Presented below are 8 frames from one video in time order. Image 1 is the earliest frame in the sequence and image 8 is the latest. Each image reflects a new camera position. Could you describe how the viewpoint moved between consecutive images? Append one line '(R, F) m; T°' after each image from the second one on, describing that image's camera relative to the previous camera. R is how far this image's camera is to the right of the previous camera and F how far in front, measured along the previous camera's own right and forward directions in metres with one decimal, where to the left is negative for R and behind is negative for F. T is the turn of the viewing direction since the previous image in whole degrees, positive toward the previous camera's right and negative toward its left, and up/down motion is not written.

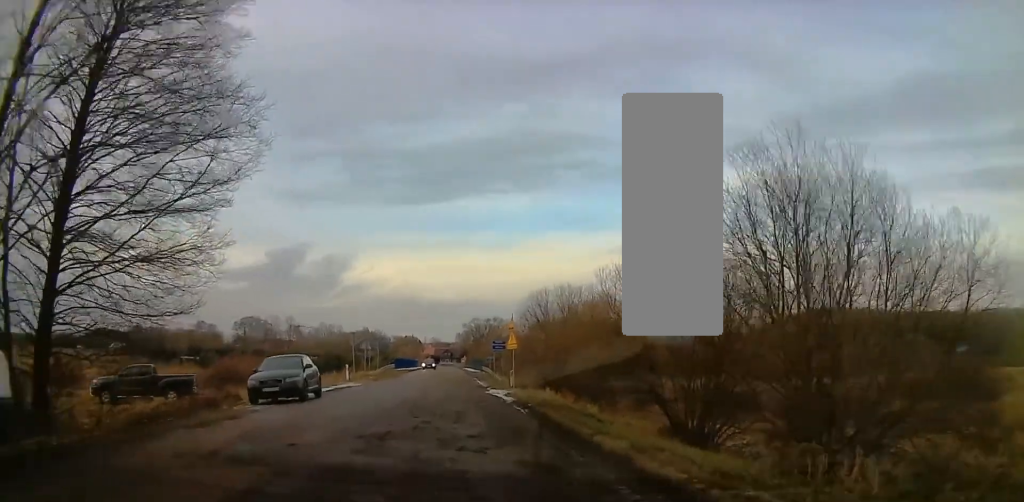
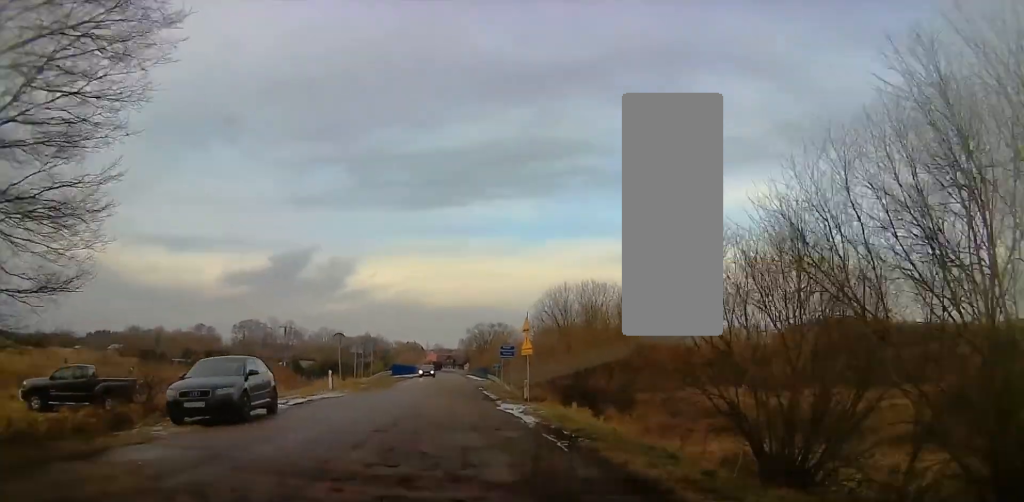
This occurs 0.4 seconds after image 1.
(0.0, +6.9) m; 0°
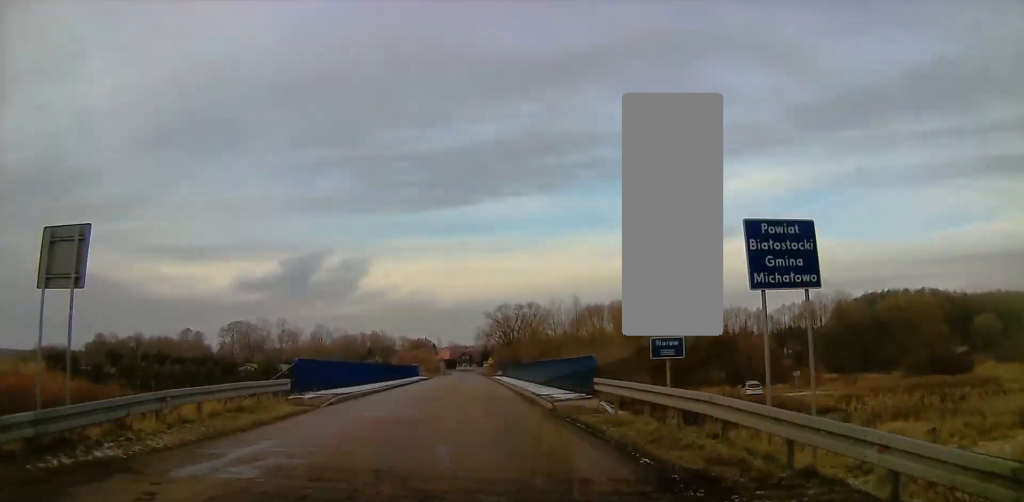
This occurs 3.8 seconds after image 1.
(0.0, +44.7) m; 0°
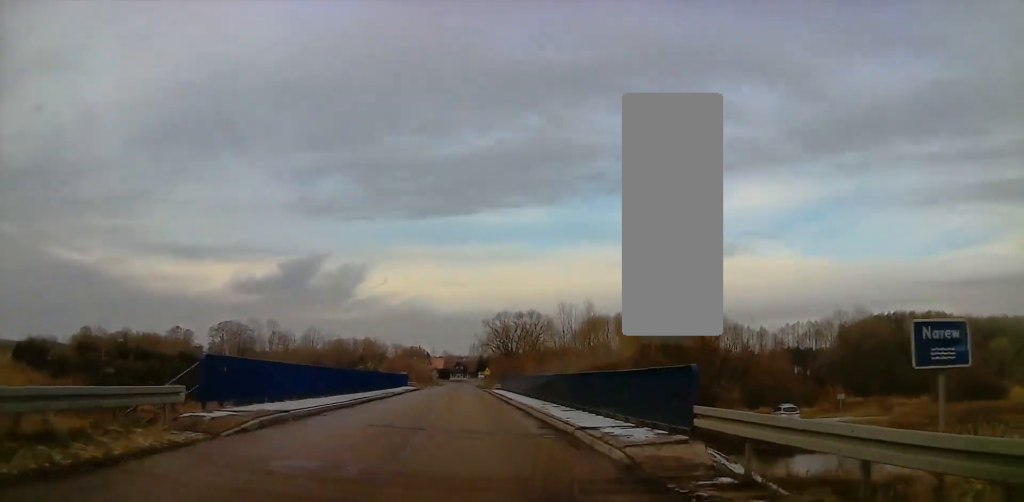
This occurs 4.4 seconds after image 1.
(0.0, +7.8) m; 0°
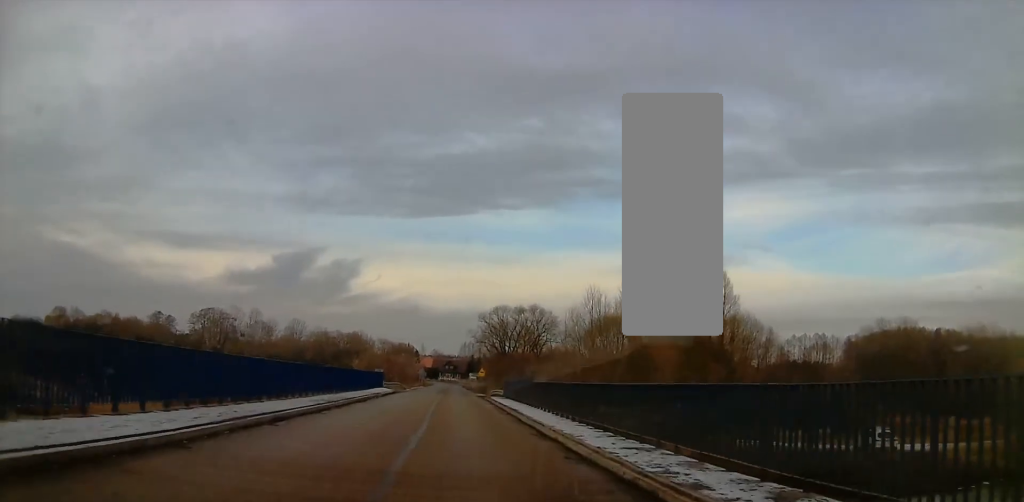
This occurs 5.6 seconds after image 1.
(0.0, +13.2) m; 0°
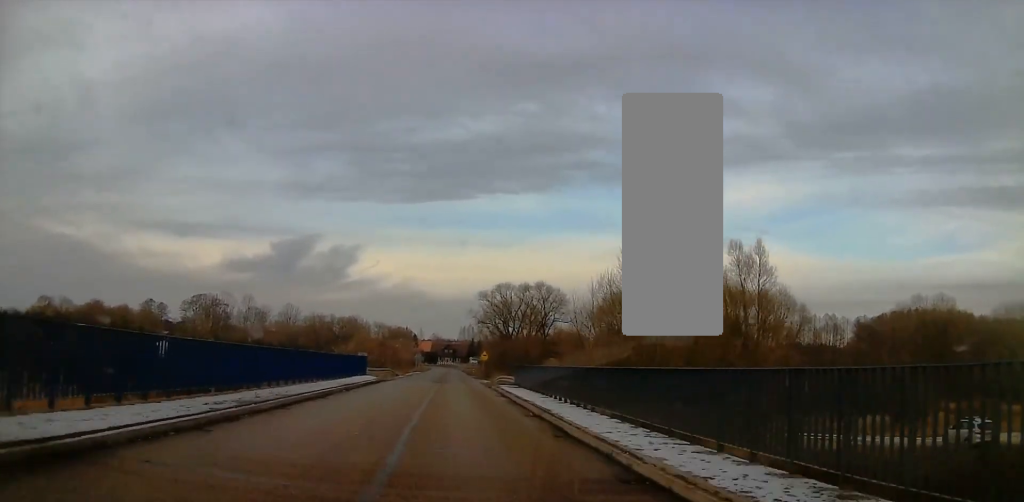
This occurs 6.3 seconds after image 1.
(0.0, +8.3) m; 0°
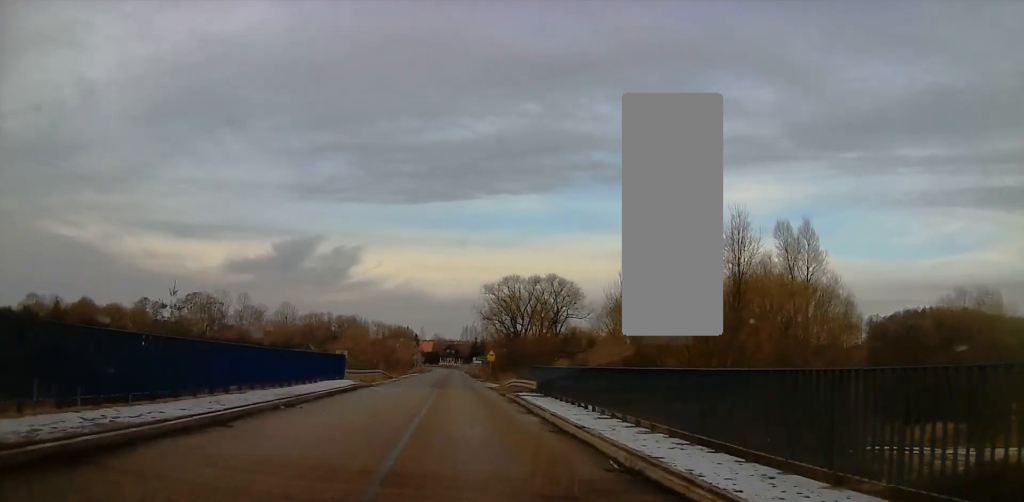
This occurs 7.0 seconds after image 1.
(0.0, +8.7) m; 0°
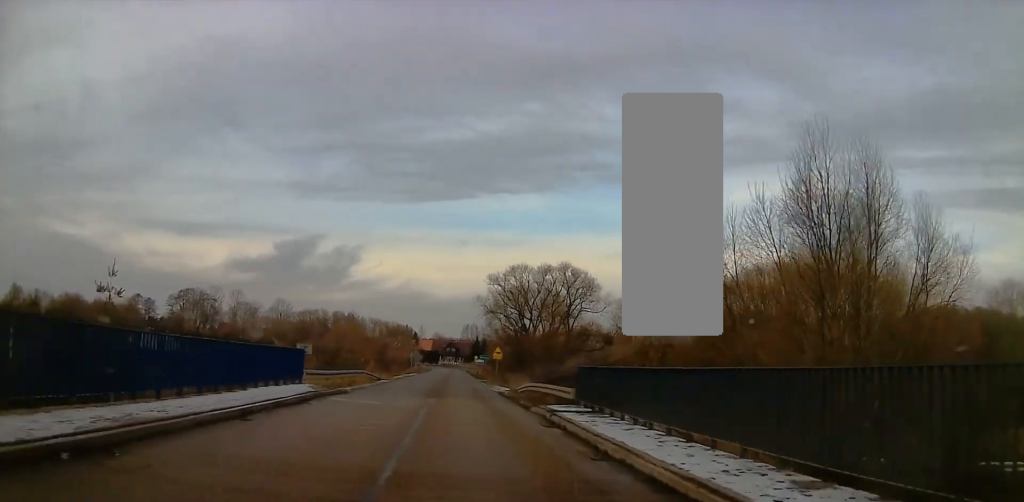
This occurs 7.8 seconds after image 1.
(0.0, +8.3) m; 0°
